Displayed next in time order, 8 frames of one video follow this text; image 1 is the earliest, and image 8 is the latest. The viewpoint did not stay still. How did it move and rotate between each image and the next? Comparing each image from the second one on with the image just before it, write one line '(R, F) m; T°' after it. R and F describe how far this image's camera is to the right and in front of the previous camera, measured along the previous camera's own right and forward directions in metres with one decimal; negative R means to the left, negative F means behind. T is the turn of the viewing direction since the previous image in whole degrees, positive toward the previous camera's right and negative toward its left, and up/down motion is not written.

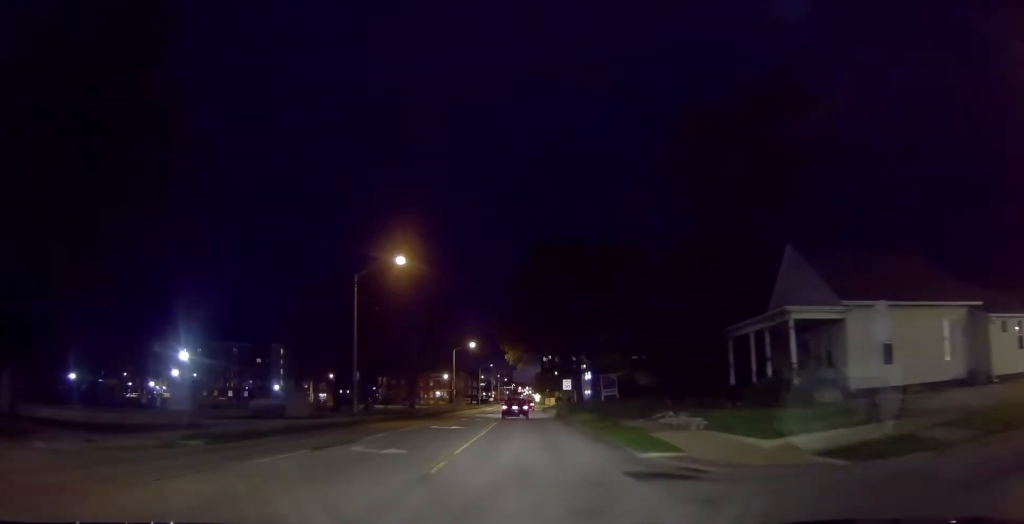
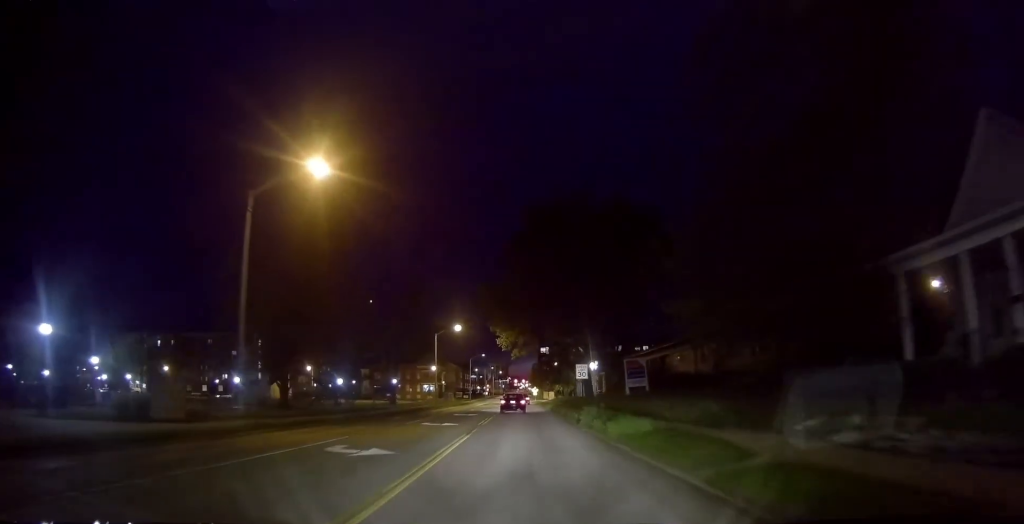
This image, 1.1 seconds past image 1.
(-0.1, +14.3) m; -2°
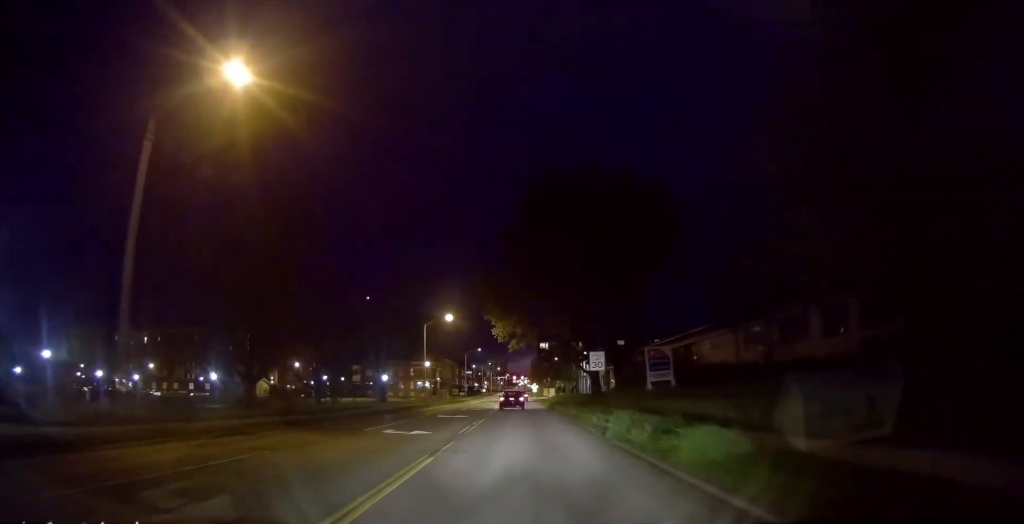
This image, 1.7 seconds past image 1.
(-0.3, +7.6) m; 0°
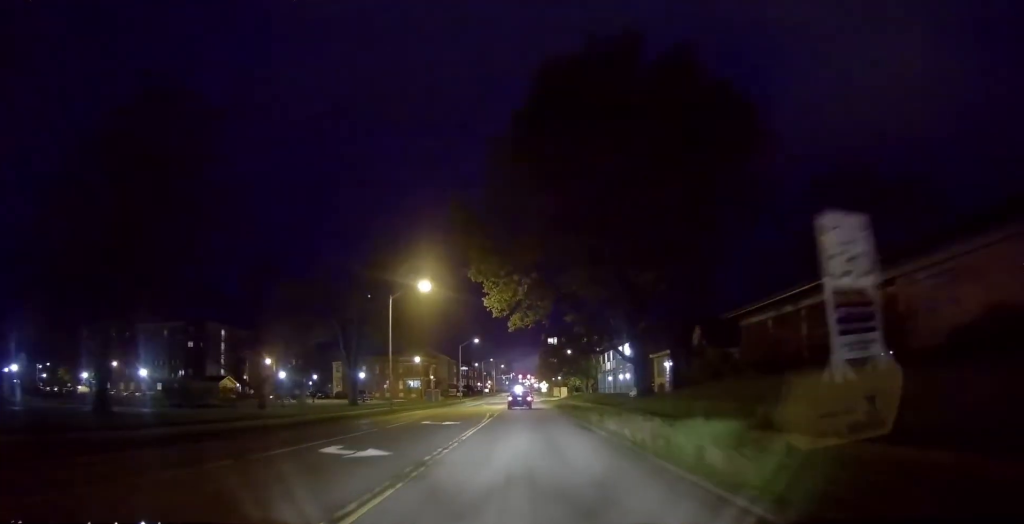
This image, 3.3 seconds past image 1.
(+0.2, +19.1) m; 0°
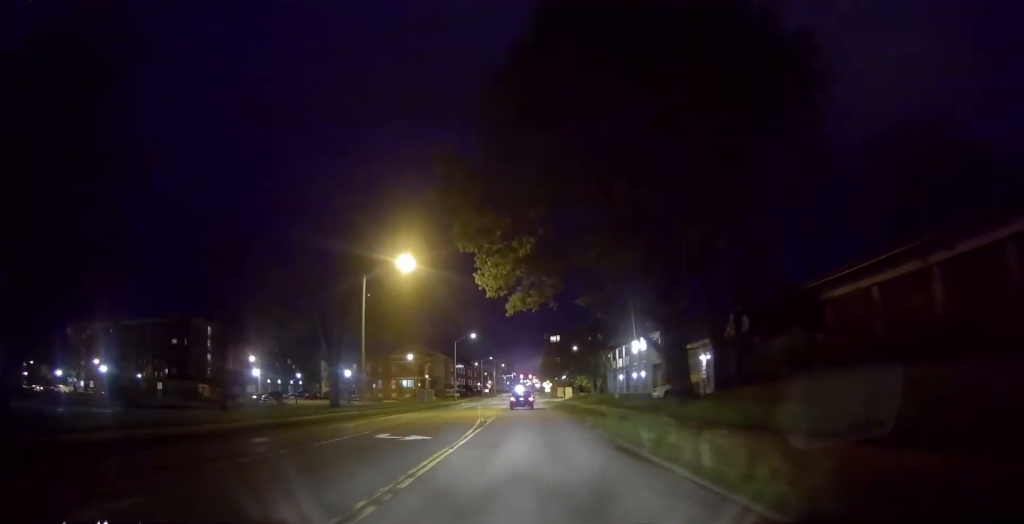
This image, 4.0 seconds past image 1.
(-0.3, +7.5) m; 0°
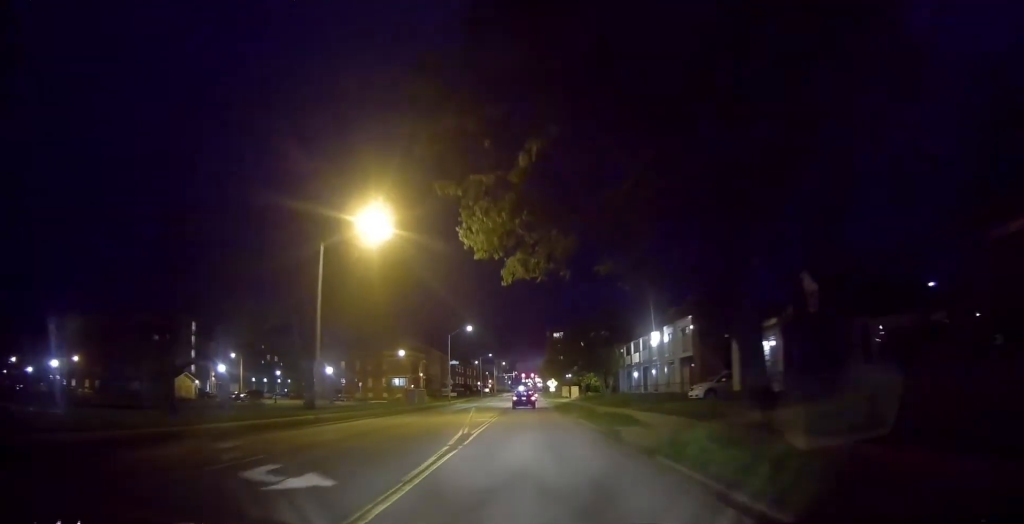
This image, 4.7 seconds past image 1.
(+0.2, +9.3) m; +1°
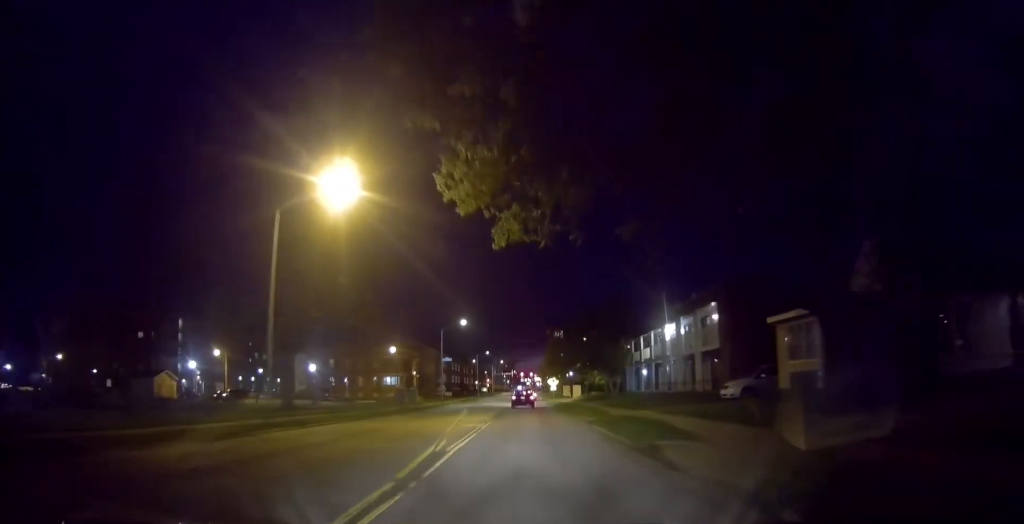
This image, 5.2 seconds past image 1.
(+0.1, +5.9) m; +1°
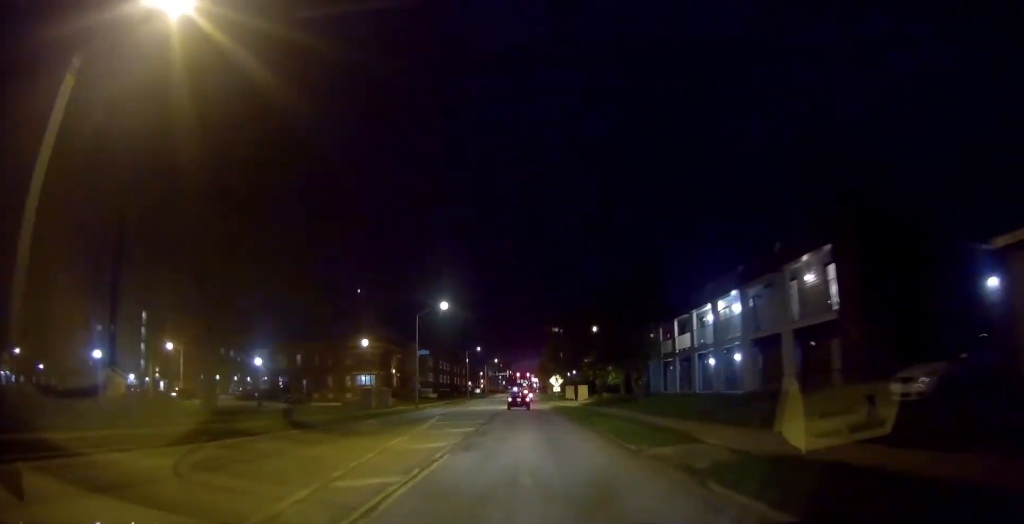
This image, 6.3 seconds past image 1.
(0.0, +13.8) m; 0°
